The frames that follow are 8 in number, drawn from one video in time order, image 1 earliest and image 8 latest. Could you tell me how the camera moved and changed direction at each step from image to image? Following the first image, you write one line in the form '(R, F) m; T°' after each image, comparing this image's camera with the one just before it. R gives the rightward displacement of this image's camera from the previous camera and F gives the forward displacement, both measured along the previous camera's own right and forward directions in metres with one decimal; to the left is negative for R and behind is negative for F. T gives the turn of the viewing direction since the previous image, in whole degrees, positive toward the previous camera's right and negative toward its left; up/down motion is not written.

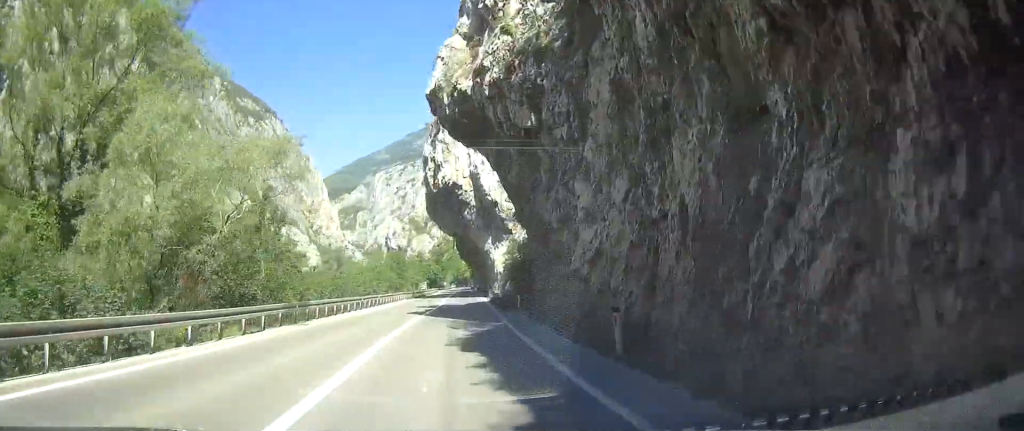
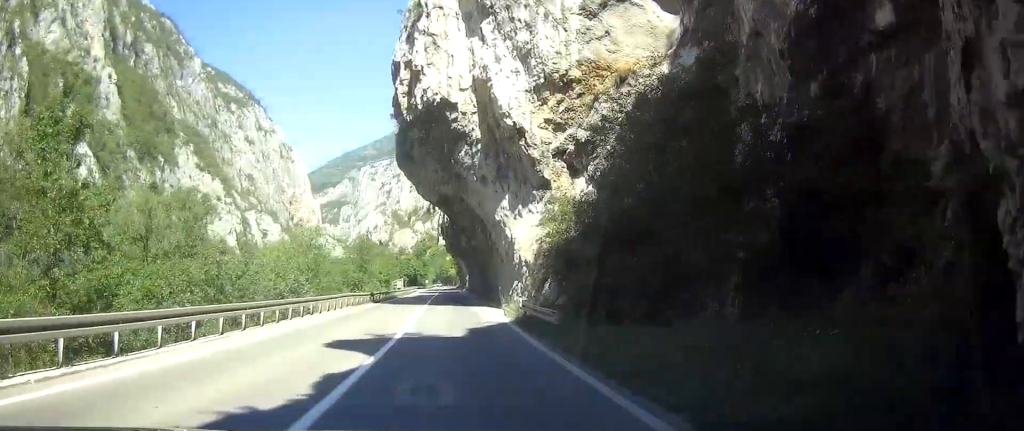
(+1.2, +29.7) m; +3°
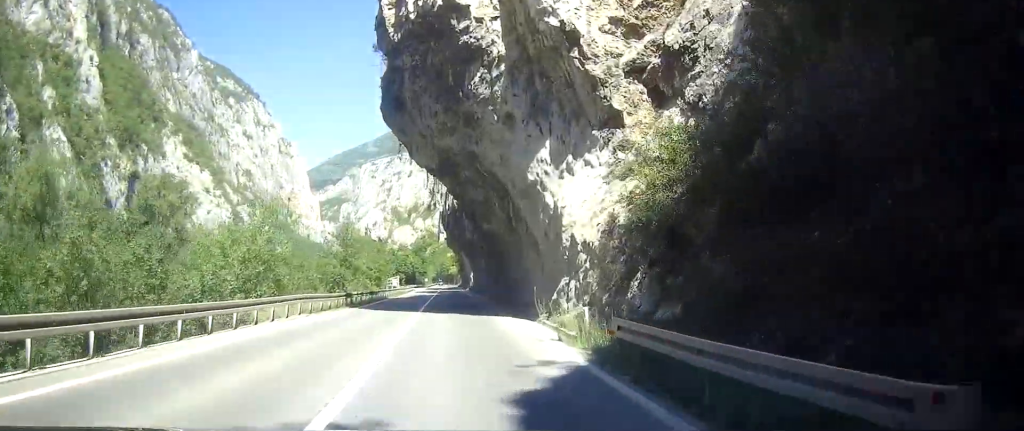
(0.0, +13.3) m; 0°
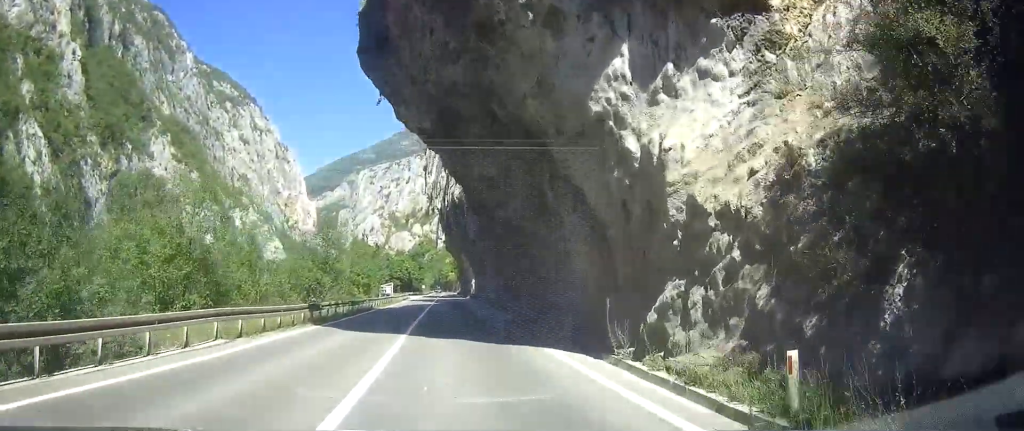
(0.0, +10.0) m; 0°
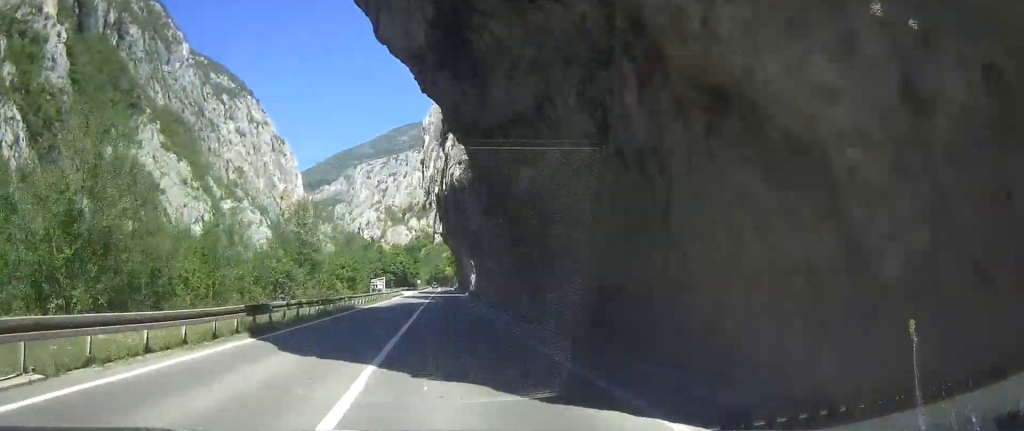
(0.0, +8.7) m; 0°
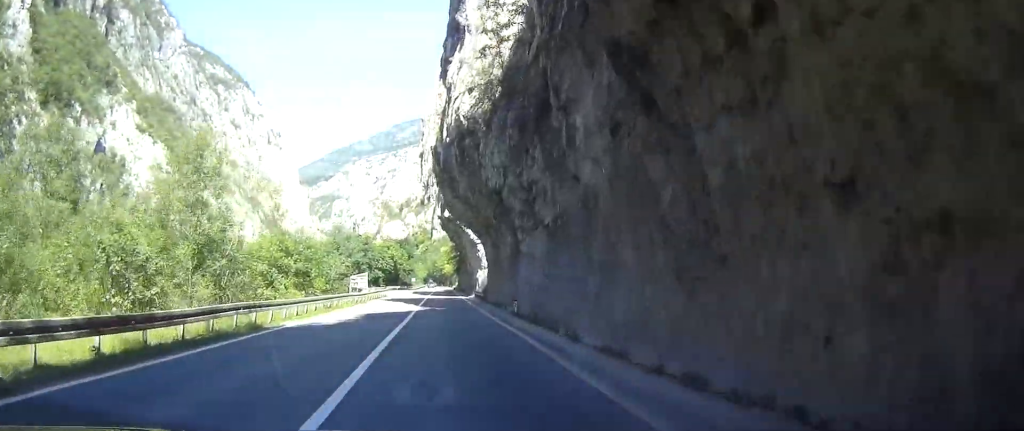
(-0.1, +20.5) m; -1°
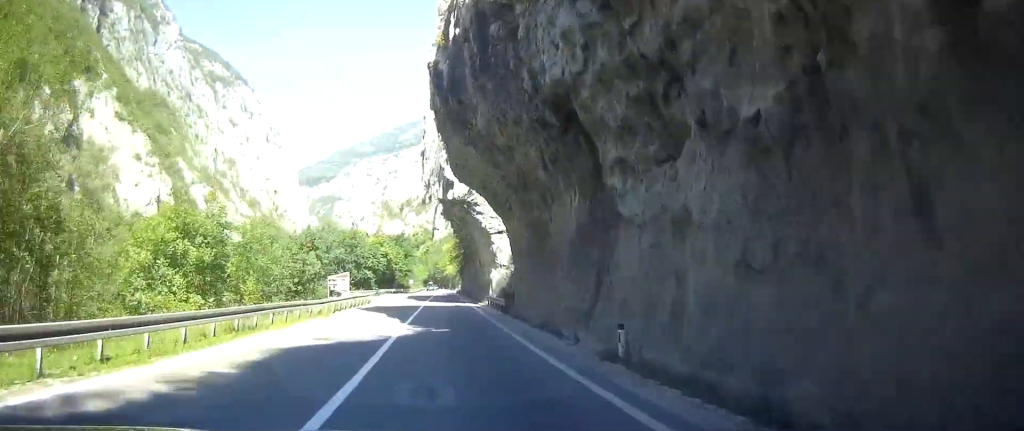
(-0.2, +16.5) m; -1°
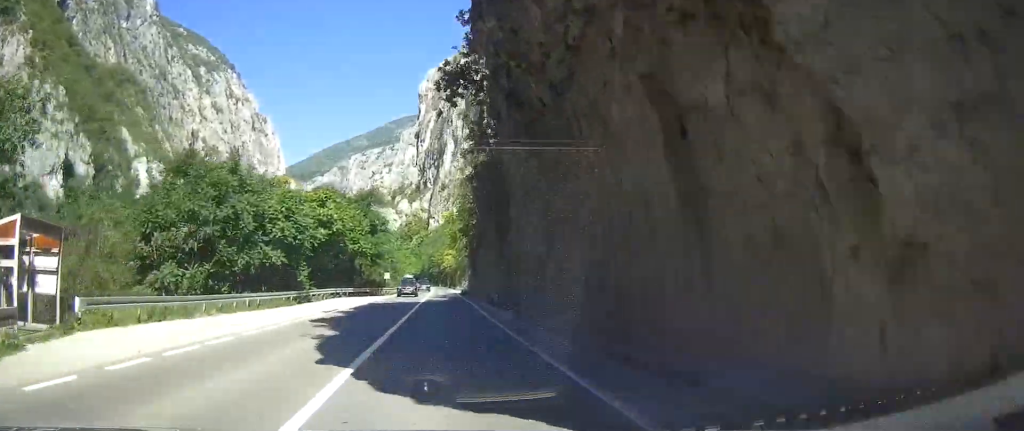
(-0.2, +50.0) m; +2°
